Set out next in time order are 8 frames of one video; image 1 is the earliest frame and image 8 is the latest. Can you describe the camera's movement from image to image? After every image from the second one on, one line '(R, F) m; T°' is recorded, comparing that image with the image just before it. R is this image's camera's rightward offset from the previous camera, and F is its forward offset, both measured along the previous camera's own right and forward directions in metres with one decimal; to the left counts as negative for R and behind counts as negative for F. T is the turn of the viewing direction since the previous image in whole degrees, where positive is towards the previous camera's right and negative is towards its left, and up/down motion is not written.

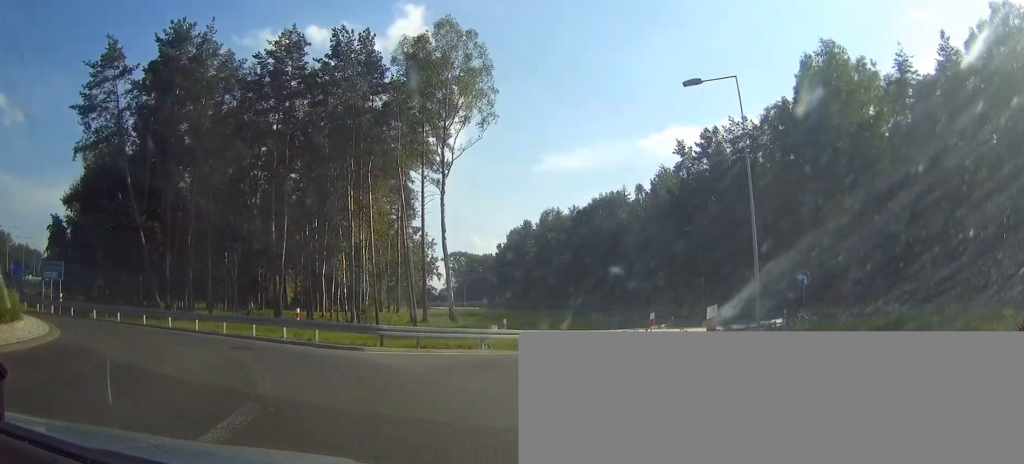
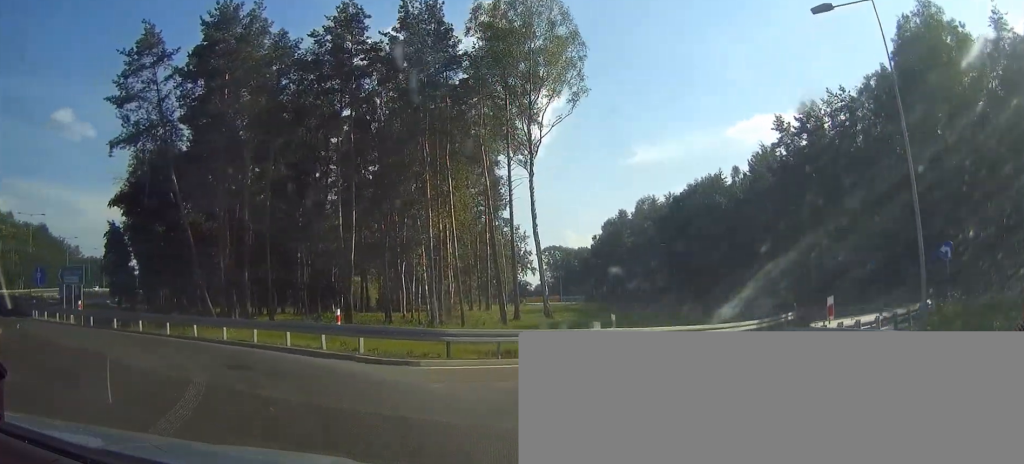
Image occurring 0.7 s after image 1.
(+0.2, +5.8) m; -8°
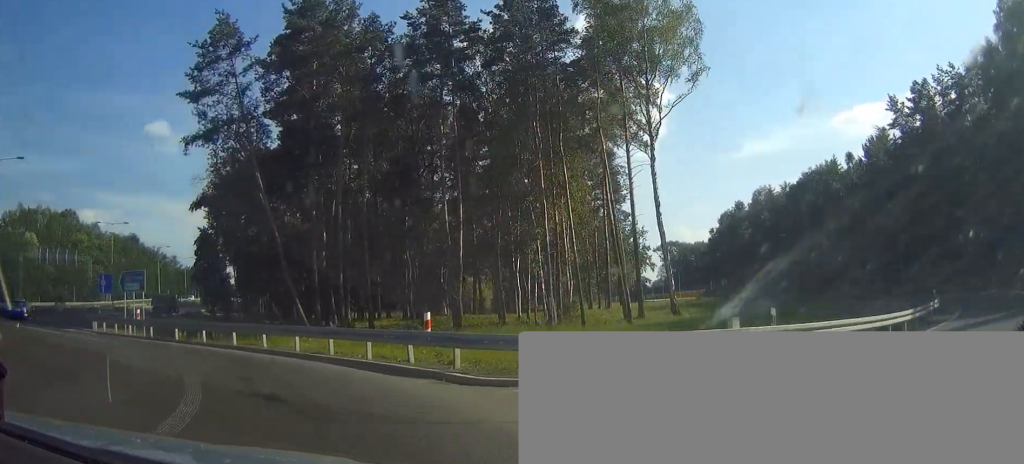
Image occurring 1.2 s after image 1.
(+0.1, +3.8) m; -7°
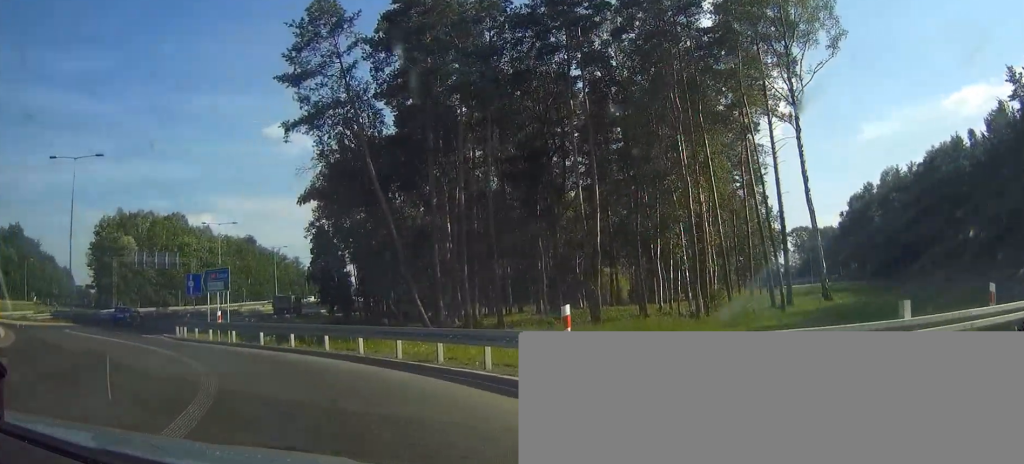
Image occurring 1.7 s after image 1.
(-0.9, +3.8) m; -8°
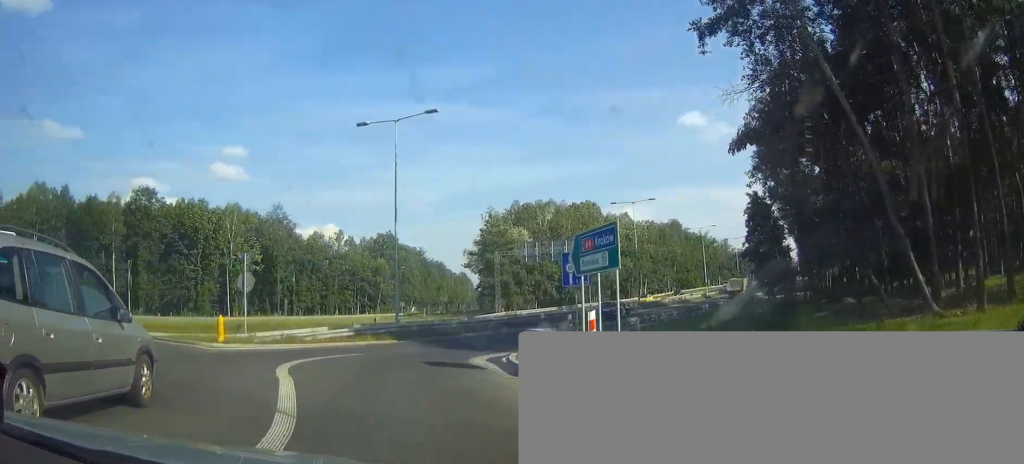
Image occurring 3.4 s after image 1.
(-2.4, +12.8) m; -25°
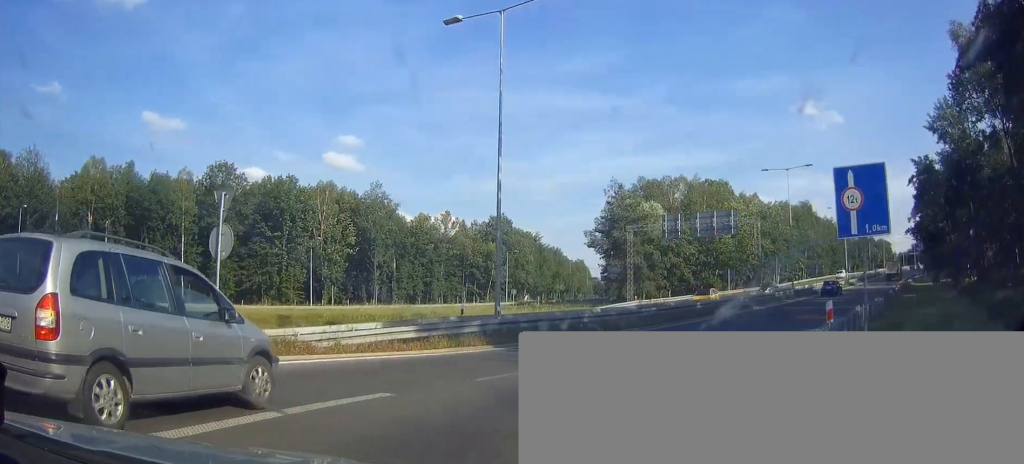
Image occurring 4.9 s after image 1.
(-2.5, +13.2) m; -6°
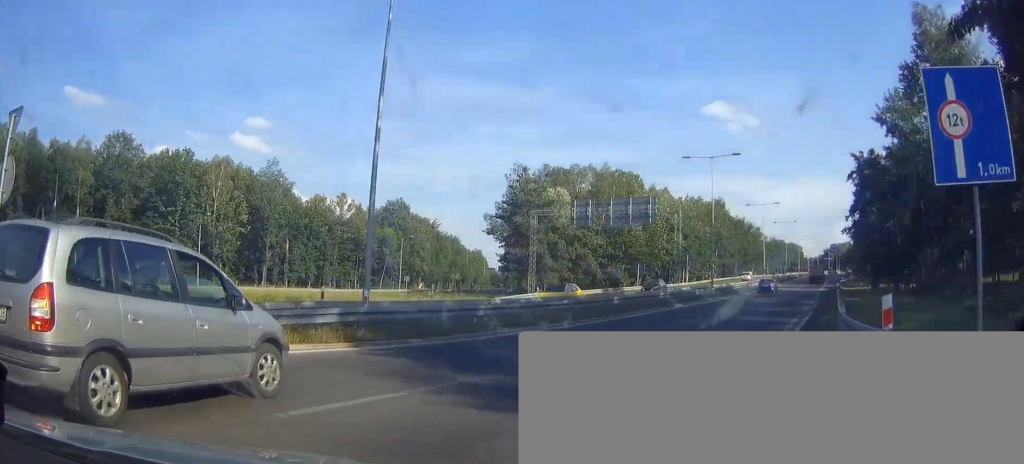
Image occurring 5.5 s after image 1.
(+0.3, +5.7) m; +6°
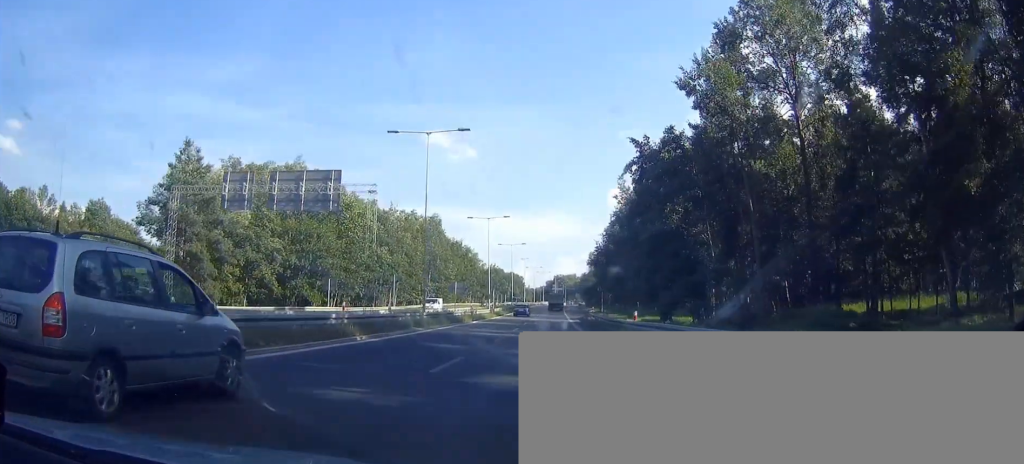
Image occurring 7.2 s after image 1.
(+3.0, +16.8) m; +18°
